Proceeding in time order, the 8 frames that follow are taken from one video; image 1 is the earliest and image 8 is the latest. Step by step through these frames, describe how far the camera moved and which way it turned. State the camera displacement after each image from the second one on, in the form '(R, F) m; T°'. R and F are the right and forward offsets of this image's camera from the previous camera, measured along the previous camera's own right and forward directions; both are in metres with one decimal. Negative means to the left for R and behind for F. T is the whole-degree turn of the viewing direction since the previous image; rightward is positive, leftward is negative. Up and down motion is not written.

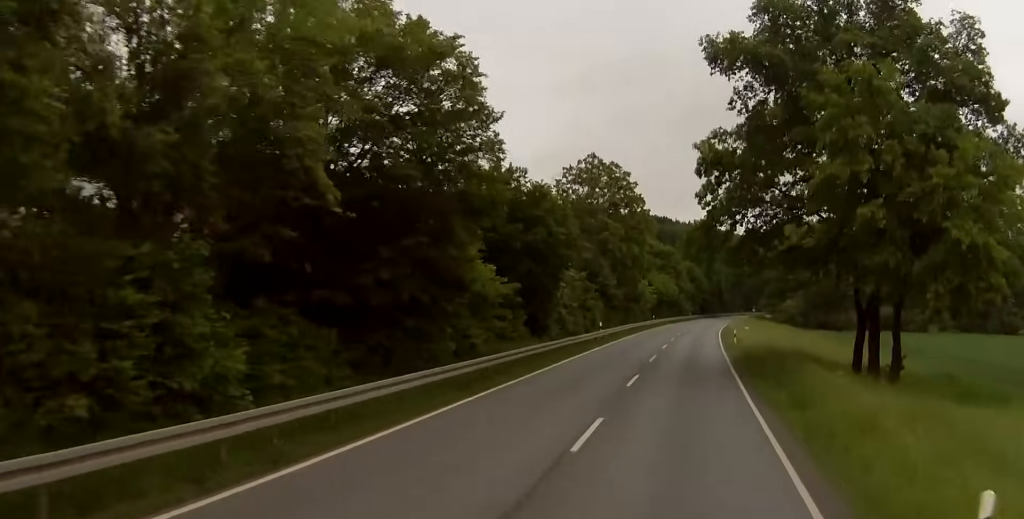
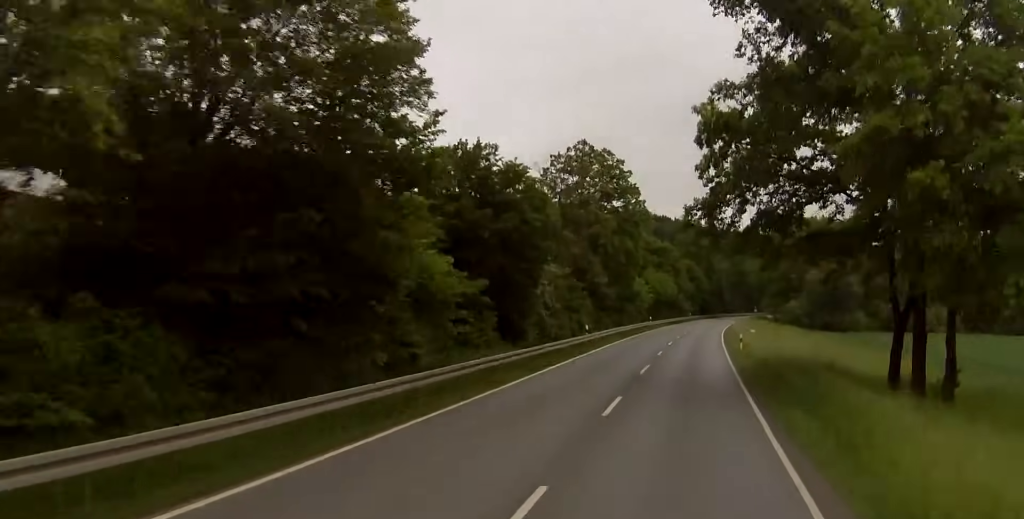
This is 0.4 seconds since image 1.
(0.0, +7.0) m; +1°
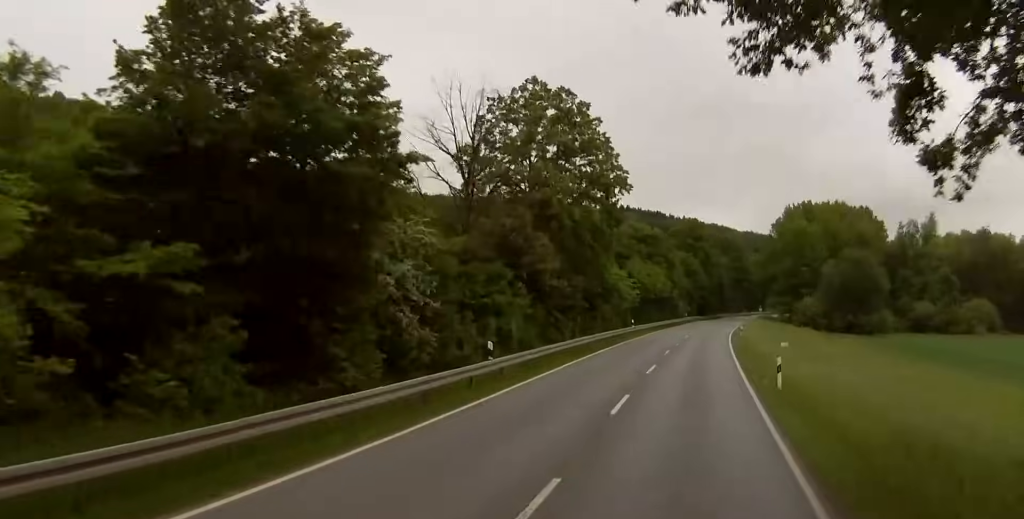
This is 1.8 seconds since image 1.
(+0.3, +22.8) m; 0°
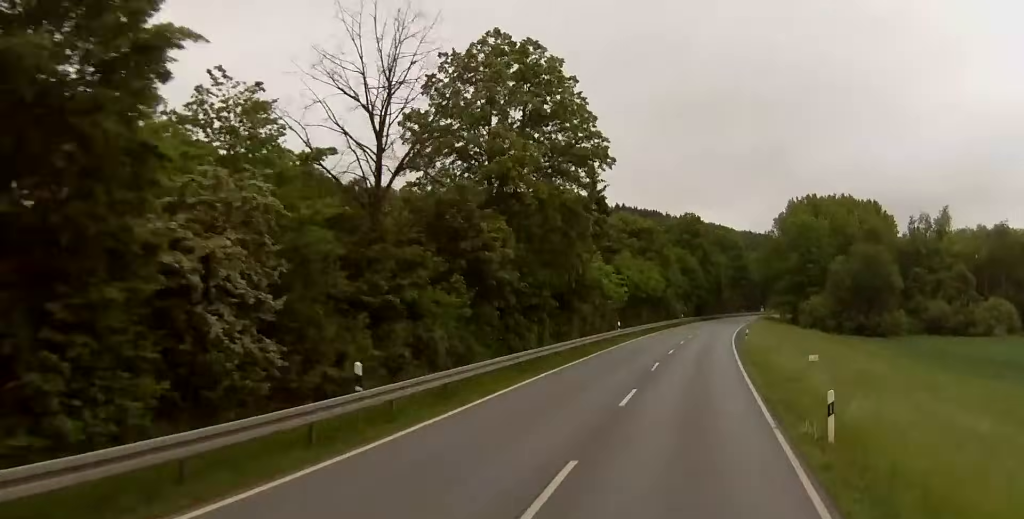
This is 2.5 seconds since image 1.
(-0.2, +10.4) m; -1°
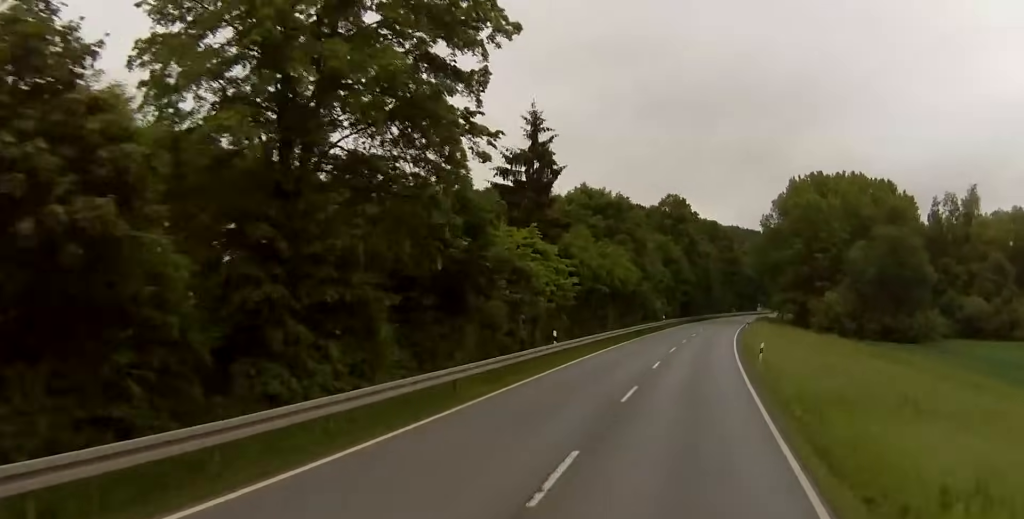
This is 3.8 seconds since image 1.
(+0.3, +22.9) m; +2°
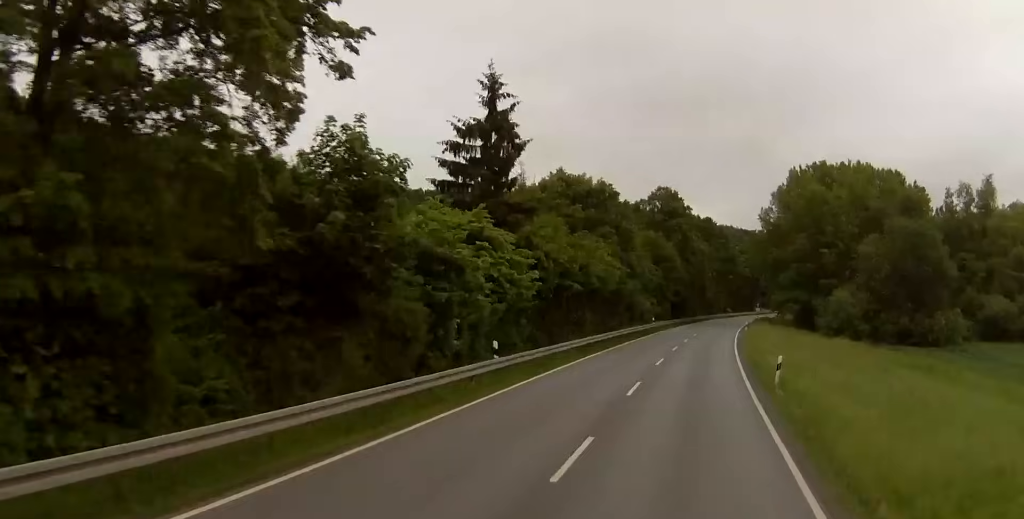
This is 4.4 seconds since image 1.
(+0.2, +10.2) m; 0°
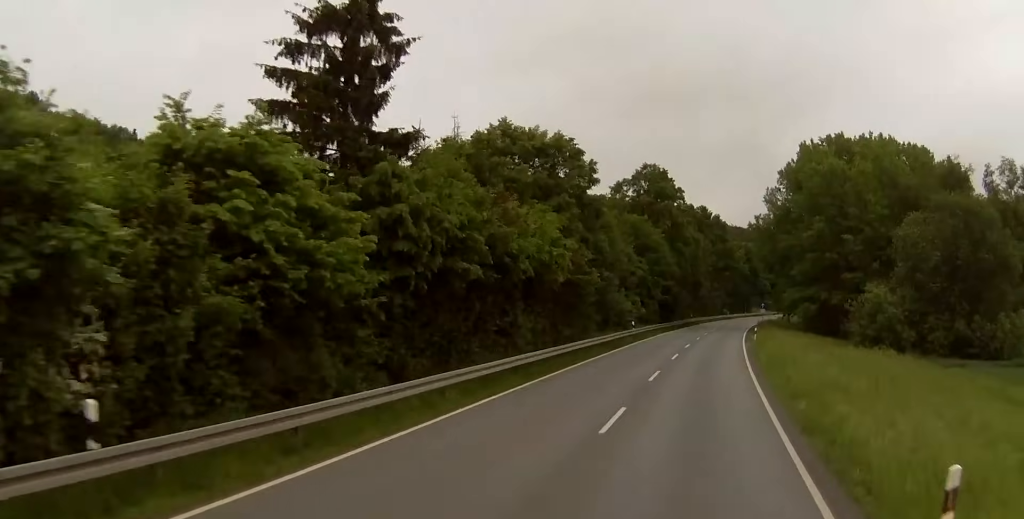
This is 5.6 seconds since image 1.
(-0.1, +19.3) m; +1°
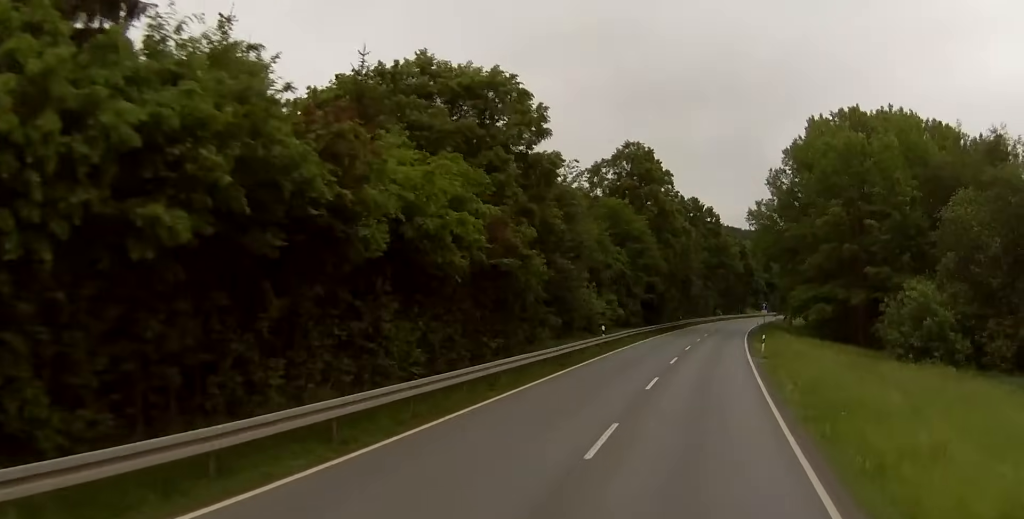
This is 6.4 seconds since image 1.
(+0.3, +14.9) m; +1°
